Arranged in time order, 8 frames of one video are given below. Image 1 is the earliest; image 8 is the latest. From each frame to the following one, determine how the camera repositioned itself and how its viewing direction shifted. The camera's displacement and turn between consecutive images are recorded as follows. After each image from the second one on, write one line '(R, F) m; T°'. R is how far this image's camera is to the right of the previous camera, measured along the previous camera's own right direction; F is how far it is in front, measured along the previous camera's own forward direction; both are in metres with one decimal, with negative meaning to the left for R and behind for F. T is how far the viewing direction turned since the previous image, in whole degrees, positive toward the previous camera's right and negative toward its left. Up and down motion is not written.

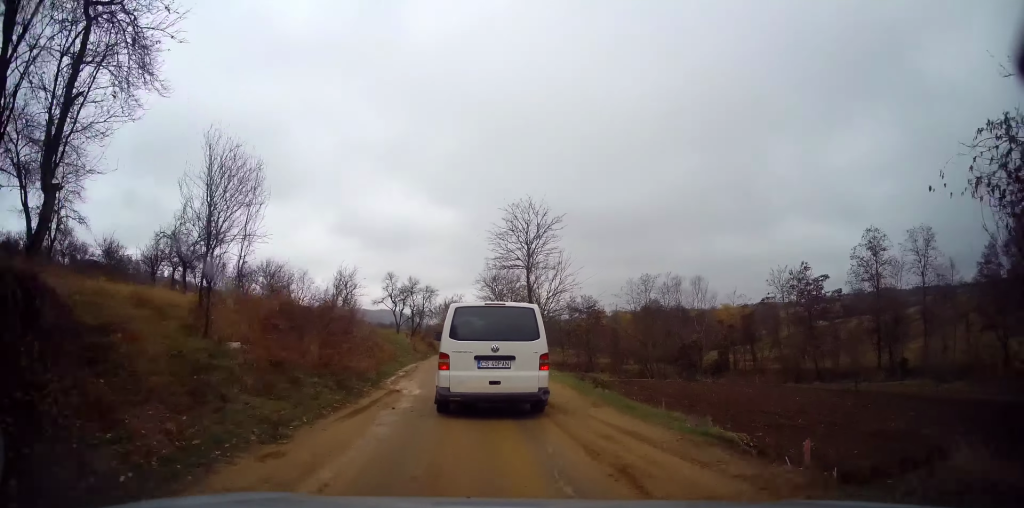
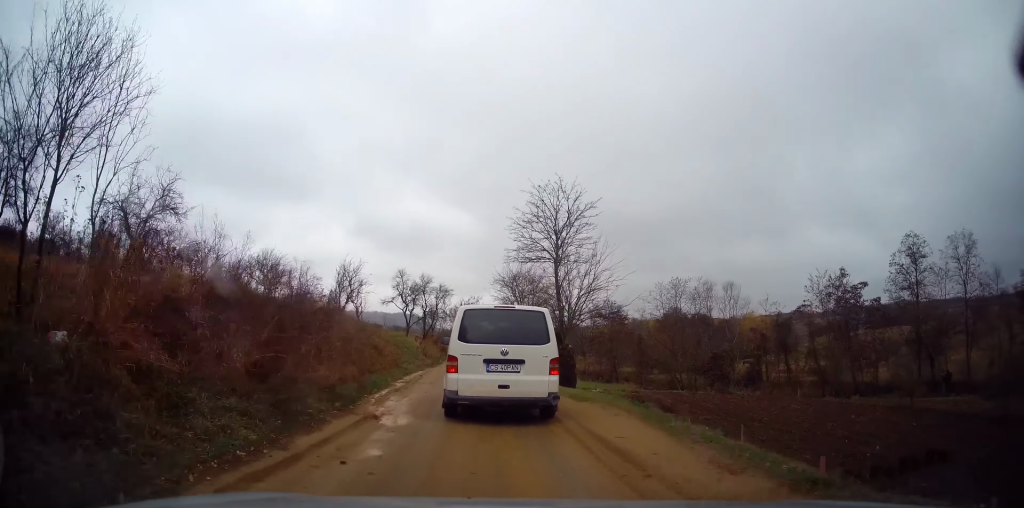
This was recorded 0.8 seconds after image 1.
(0.0, +4.6) m; -6°
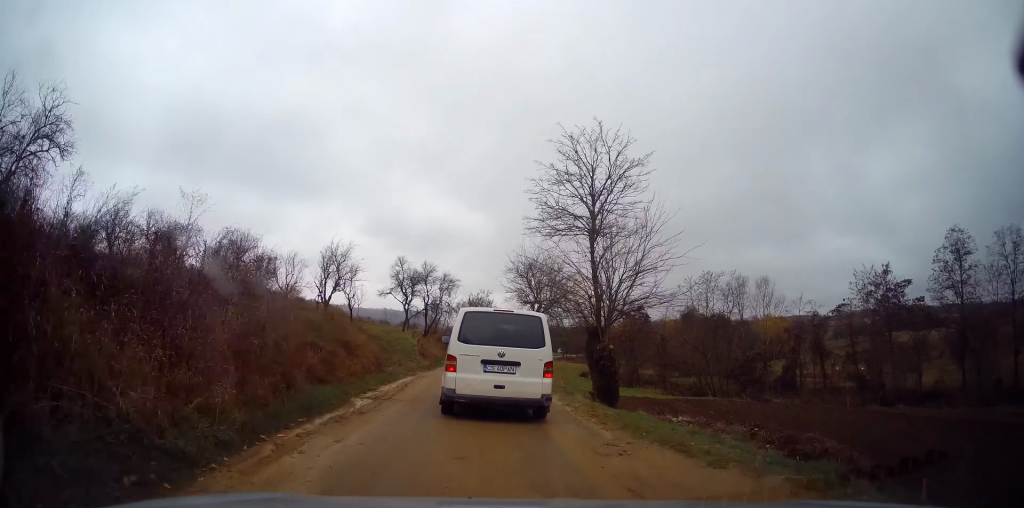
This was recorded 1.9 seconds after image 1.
(-0.6, +6.4) m; -3°
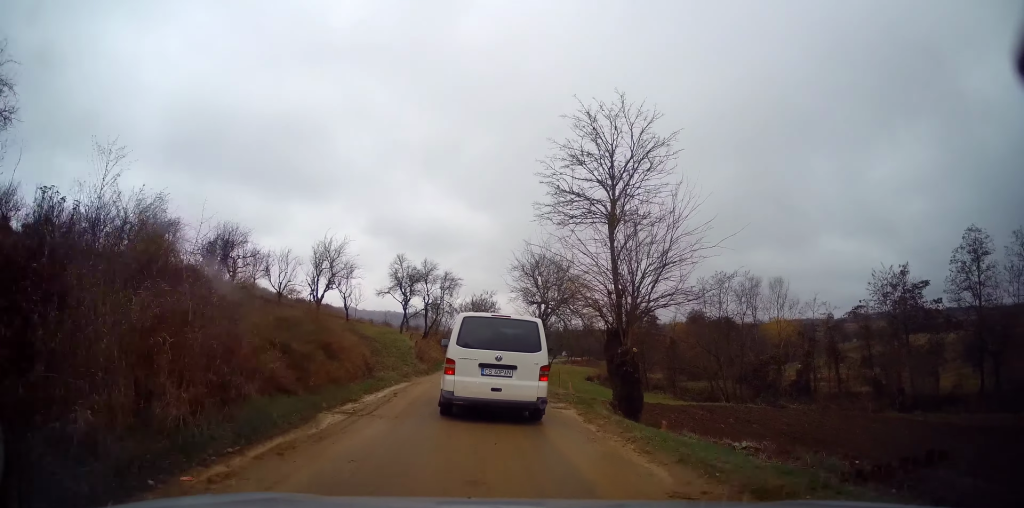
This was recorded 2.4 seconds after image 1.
(+0.1, +2.7) m; +3°
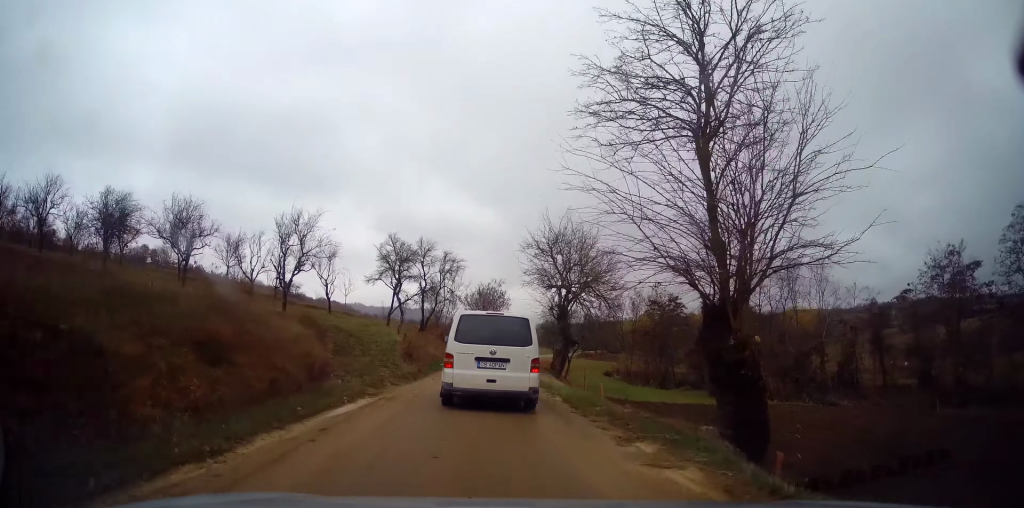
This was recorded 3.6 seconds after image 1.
(+0.4, +6.8) m; +2°
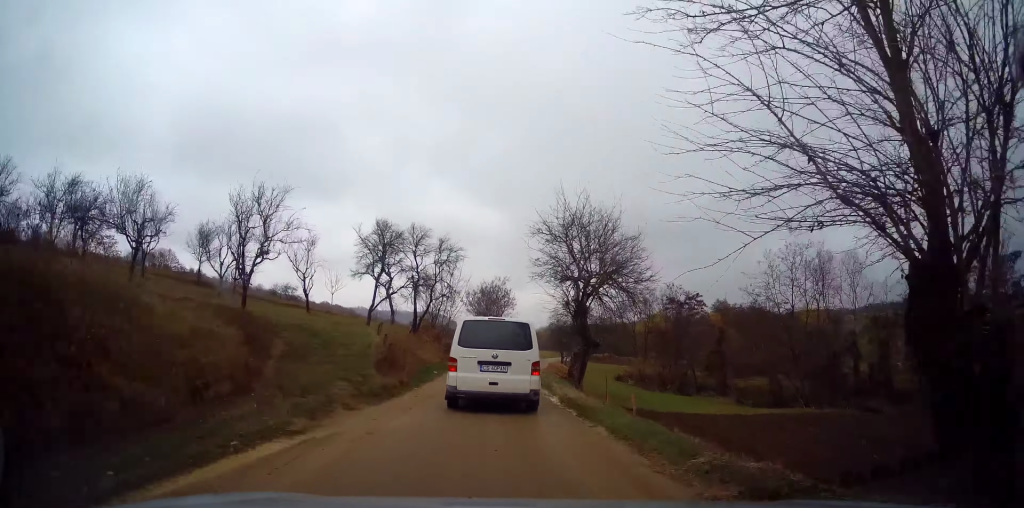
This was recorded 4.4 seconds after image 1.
(-0.1, +4.9) m; -3°
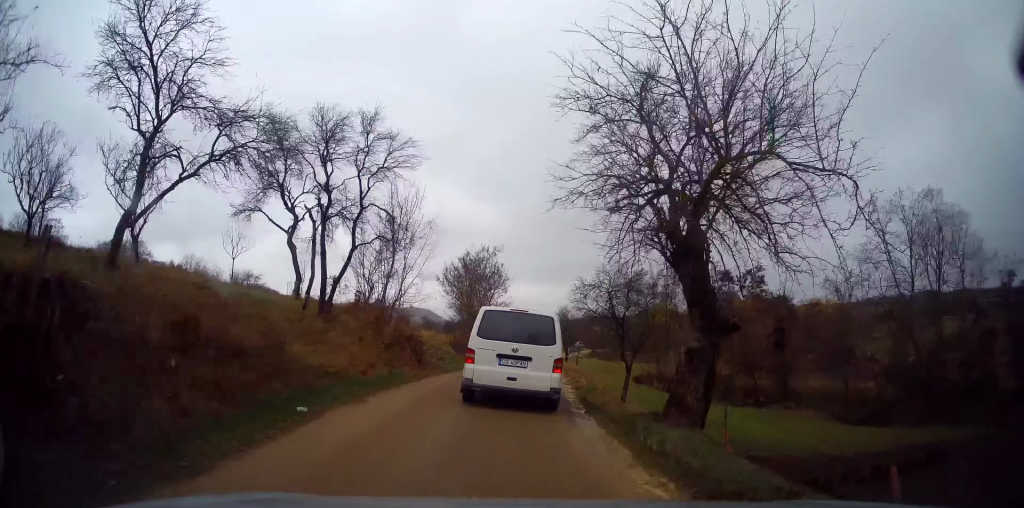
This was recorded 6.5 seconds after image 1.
(-0.1, +14.2) m; +2°
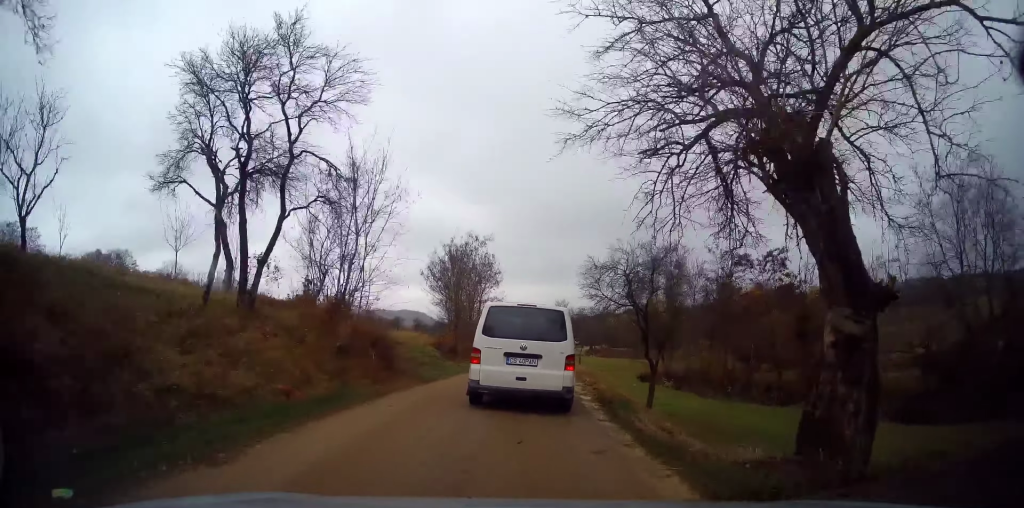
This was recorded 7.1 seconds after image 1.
(+0.1, +4.3) m; +1°
